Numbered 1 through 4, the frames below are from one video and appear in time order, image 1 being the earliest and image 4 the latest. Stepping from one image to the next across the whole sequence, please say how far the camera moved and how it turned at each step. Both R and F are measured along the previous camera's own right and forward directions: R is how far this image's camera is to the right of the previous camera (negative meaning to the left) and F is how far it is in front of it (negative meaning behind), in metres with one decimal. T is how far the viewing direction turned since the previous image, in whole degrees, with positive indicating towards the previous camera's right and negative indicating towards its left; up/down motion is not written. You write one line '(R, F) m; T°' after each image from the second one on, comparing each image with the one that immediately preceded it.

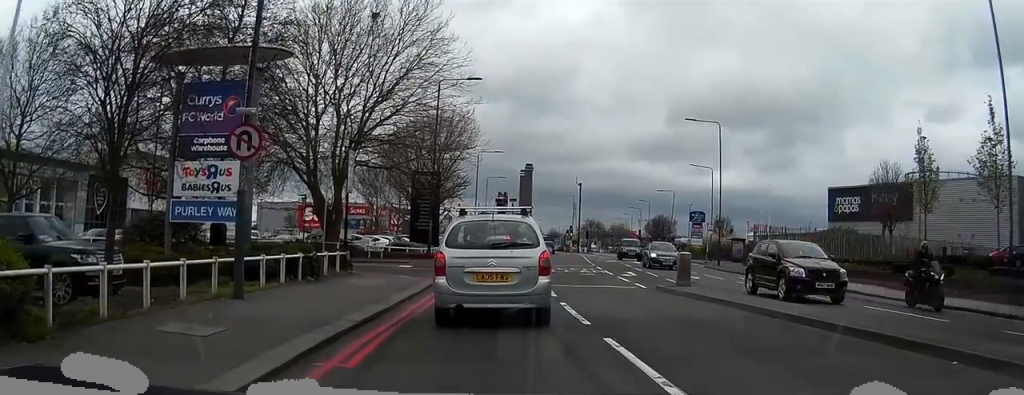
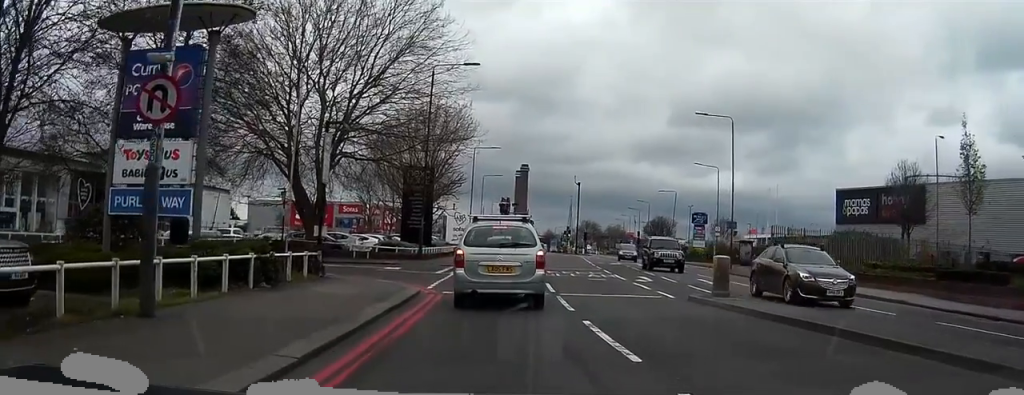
(-0.1, +3.7) m; -2°
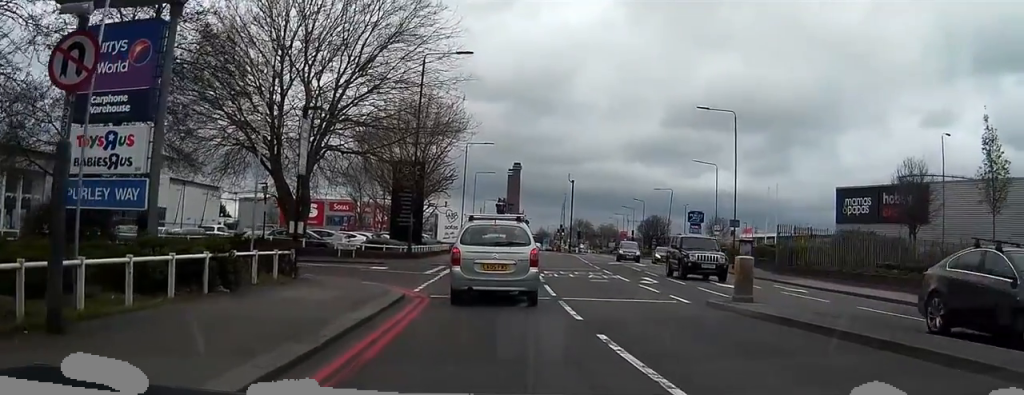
(0.0, +2.1) m; +1°
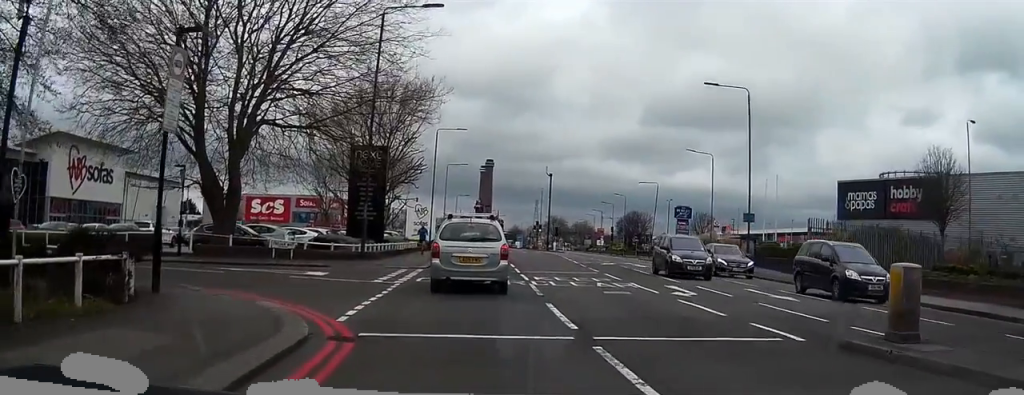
(+0.3, +7.8) m; +3°
